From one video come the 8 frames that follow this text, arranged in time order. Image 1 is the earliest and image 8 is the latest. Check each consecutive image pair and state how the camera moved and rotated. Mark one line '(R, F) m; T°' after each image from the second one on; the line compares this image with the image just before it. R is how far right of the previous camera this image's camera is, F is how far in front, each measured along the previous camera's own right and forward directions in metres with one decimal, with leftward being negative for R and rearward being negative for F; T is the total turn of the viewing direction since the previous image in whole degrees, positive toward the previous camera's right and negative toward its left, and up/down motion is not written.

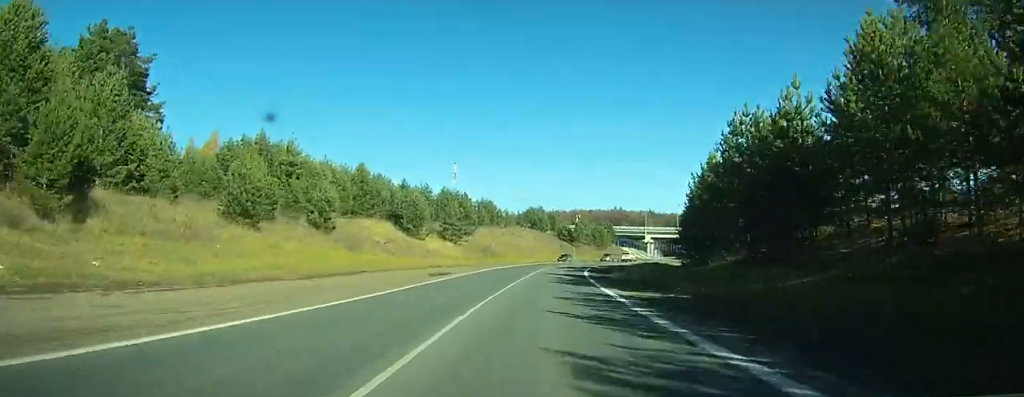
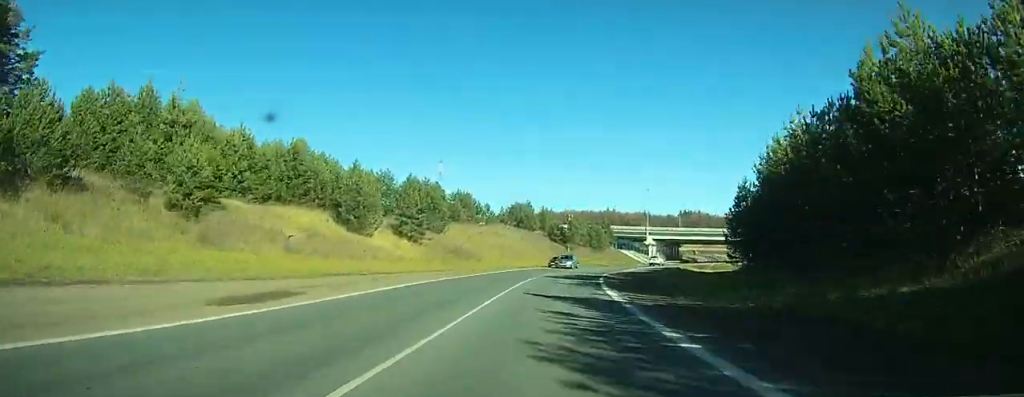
(-0.1, +18.2) m; +1°
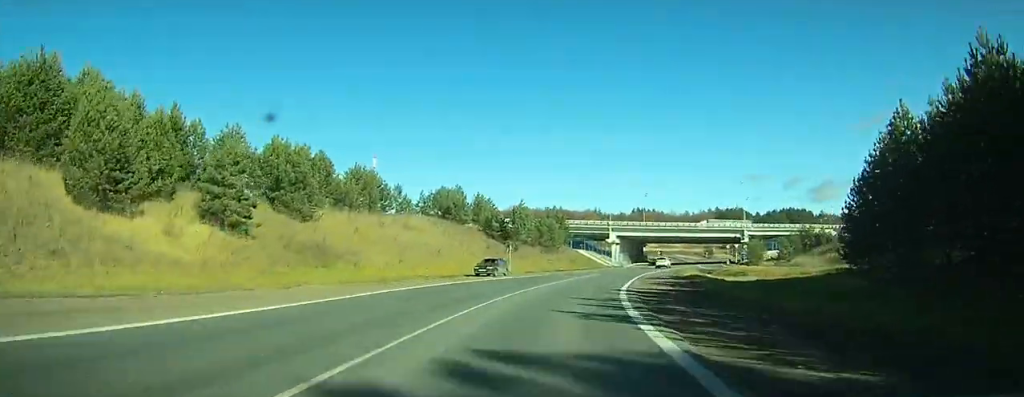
(+0.2, +27.6) m; +2°
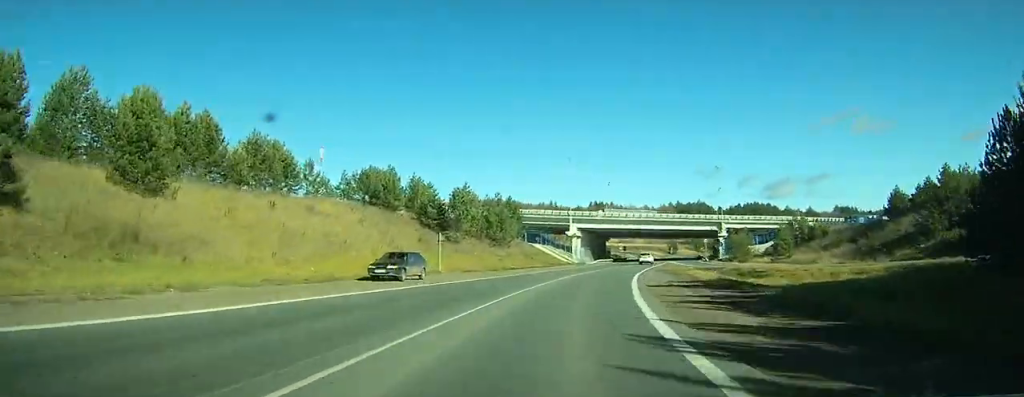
(-0.1, +14.7) m; +2°
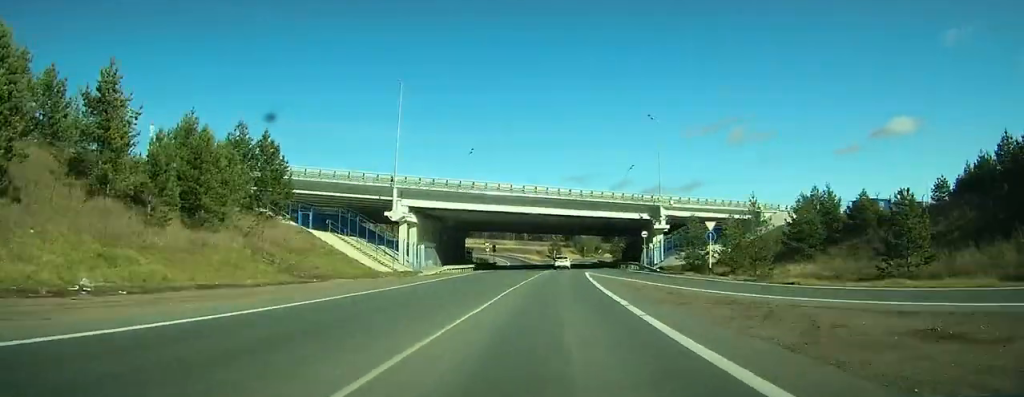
(+3.9, +49.1) m; +10°
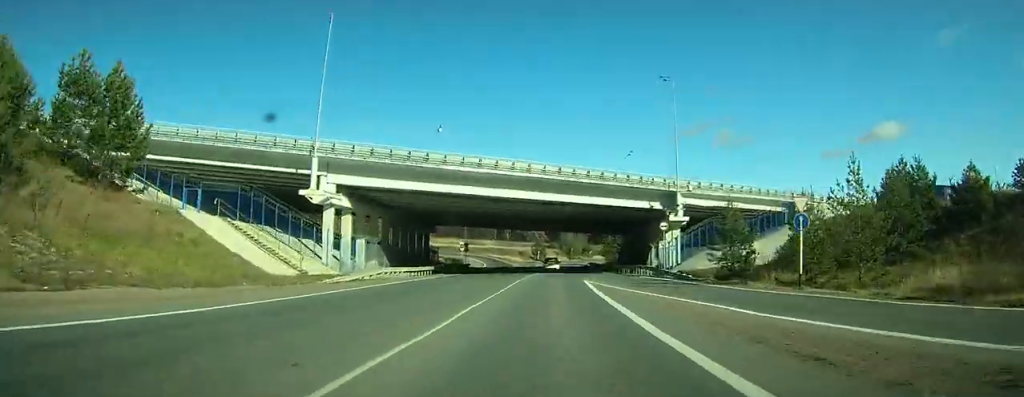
(+0.7, +18.1) m; +3°
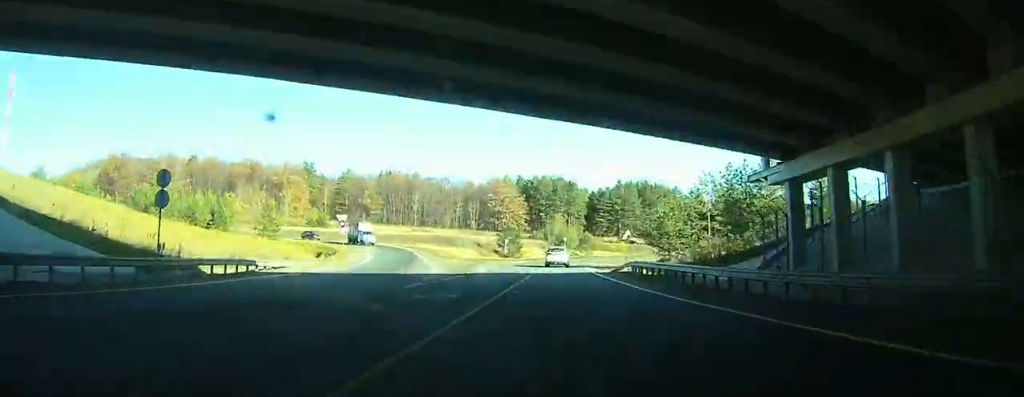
(+5.8, +78.1) m; +5°
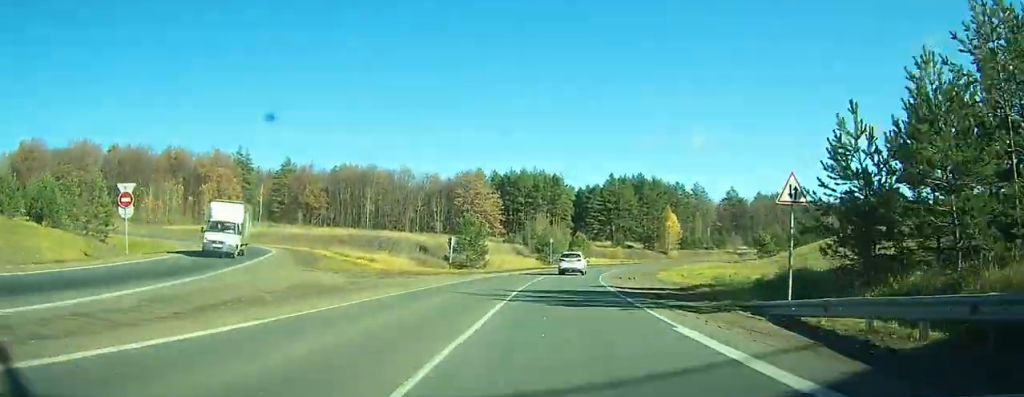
(+0.2, +35.7) m; +2°
